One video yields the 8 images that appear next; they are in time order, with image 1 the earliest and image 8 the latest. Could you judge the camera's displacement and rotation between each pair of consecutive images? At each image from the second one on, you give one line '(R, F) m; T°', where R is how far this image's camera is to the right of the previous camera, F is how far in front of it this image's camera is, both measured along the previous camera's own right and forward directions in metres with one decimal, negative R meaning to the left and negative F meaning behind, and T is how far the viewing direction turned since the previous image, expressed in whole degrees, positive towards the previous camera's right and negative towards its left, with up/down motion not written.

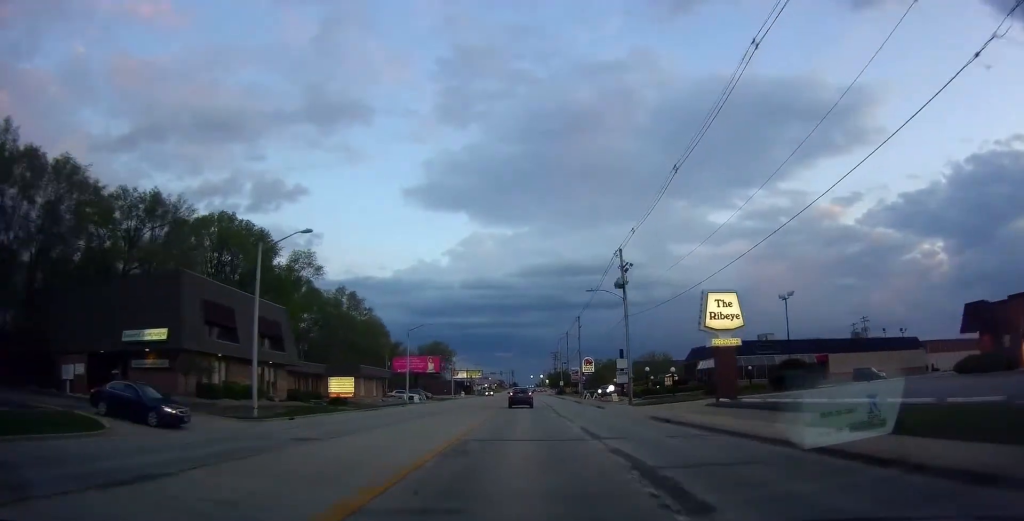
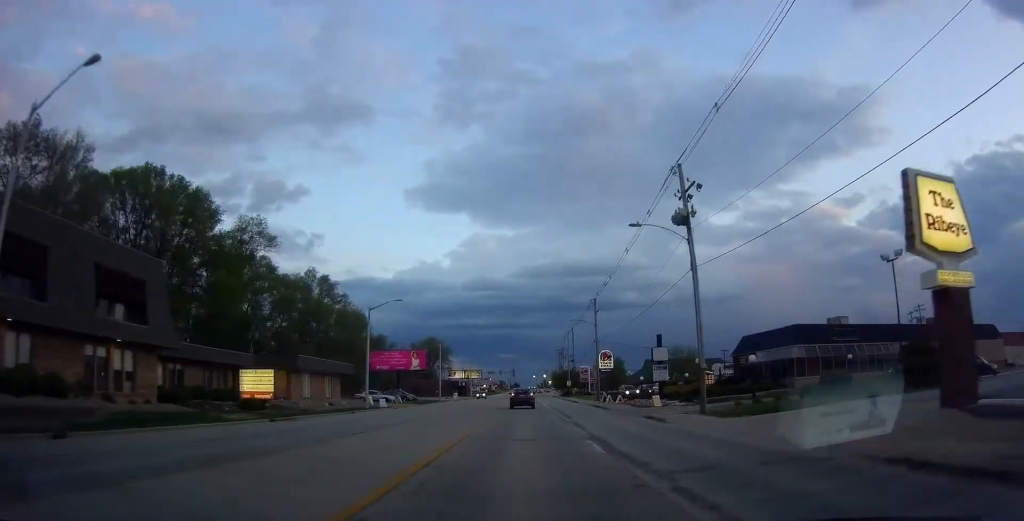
(+0.1, +17.8) m; 0°
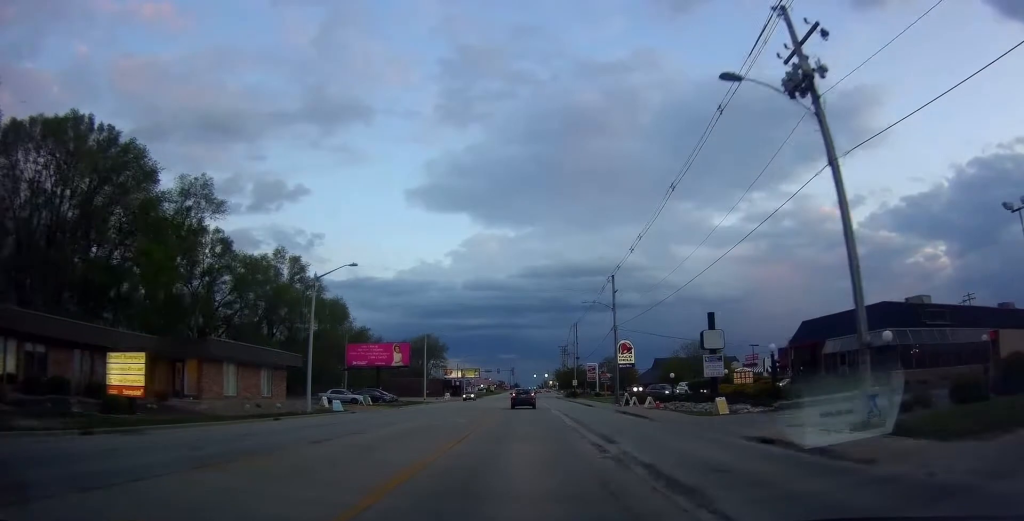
(-0.2, +13.1) m; 0°
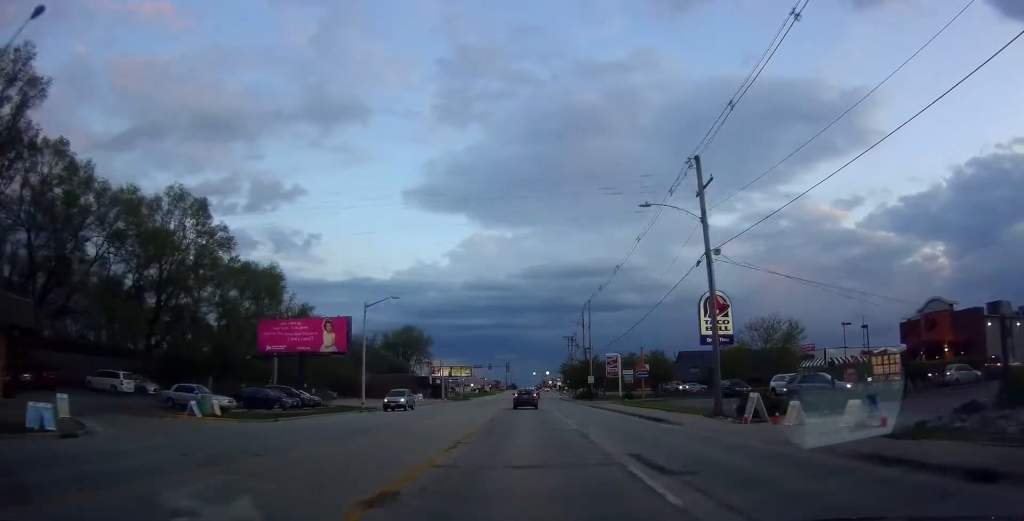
(0.0, +28.7) m; -2°
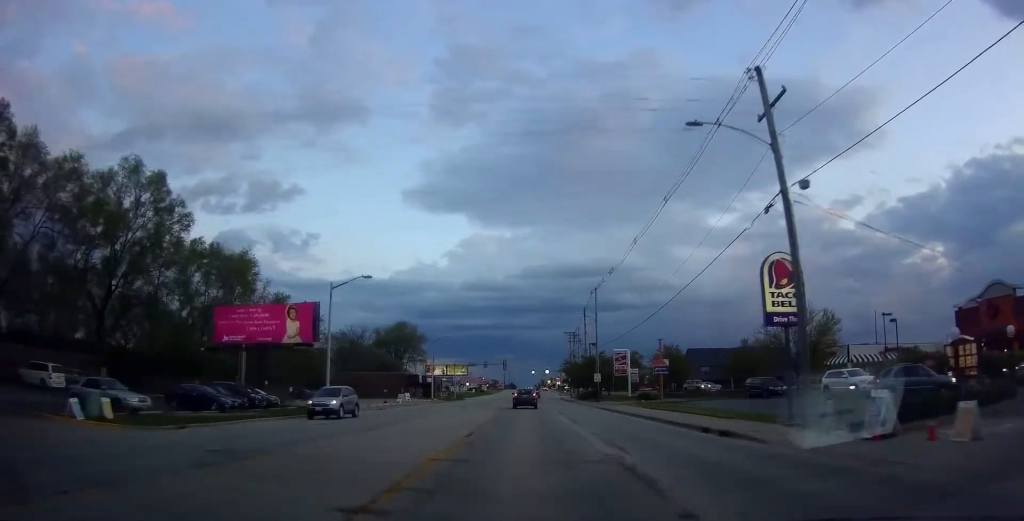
(-0.1, +7.9) m; 0°
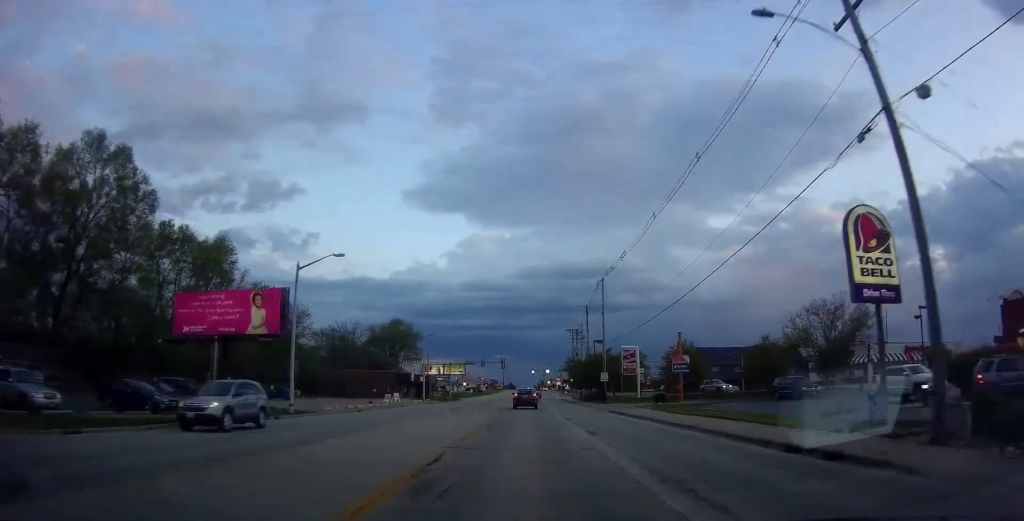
(-0.3, +6.8) m; +1°
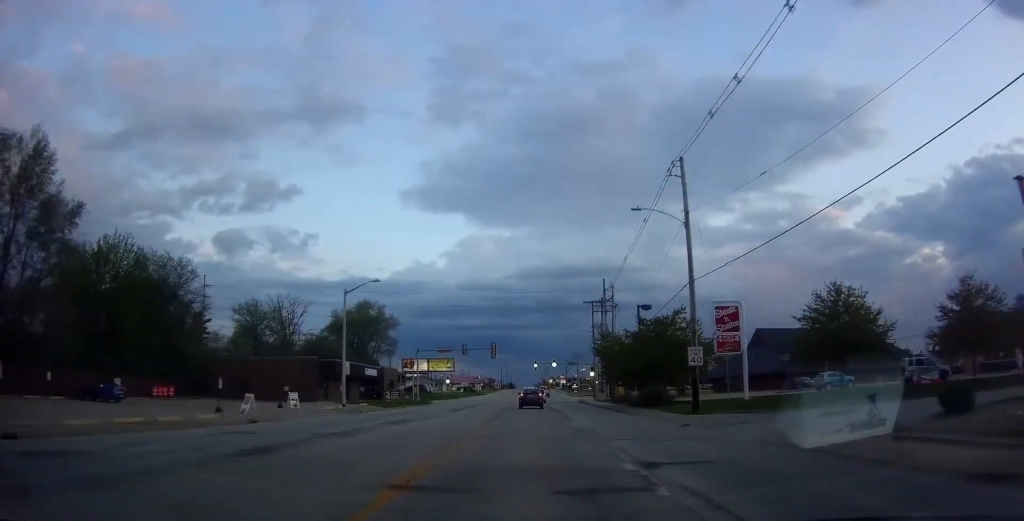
(+0.4, +32.8) m; -1°
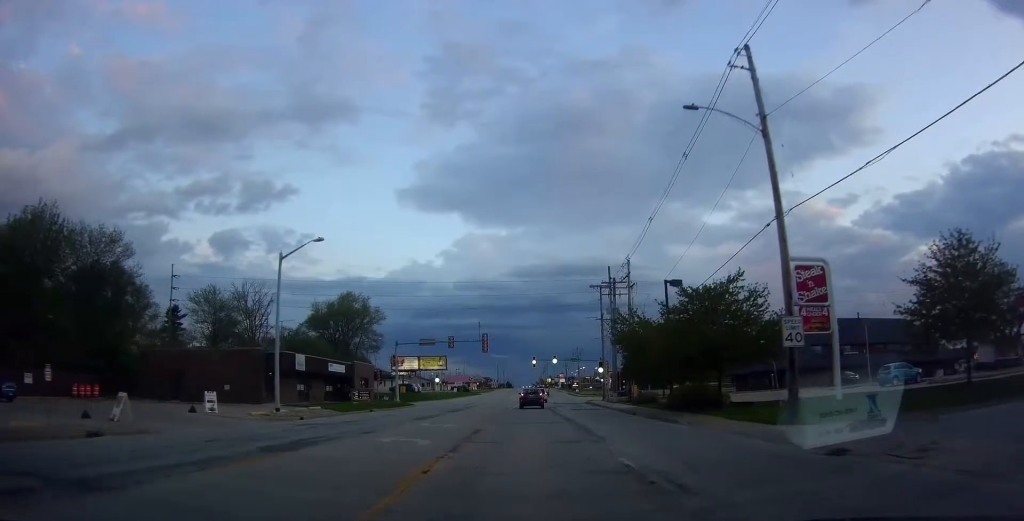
(-0.2, +11.3) m; 0°
